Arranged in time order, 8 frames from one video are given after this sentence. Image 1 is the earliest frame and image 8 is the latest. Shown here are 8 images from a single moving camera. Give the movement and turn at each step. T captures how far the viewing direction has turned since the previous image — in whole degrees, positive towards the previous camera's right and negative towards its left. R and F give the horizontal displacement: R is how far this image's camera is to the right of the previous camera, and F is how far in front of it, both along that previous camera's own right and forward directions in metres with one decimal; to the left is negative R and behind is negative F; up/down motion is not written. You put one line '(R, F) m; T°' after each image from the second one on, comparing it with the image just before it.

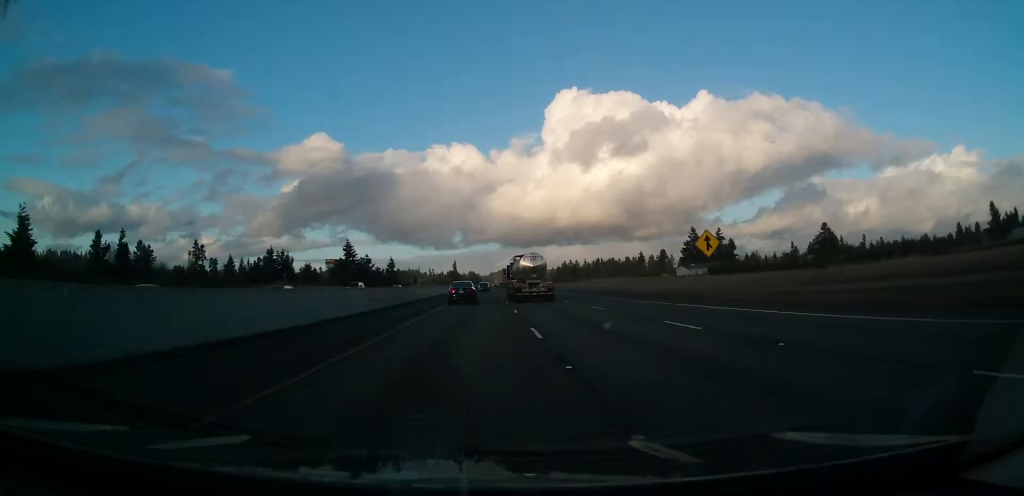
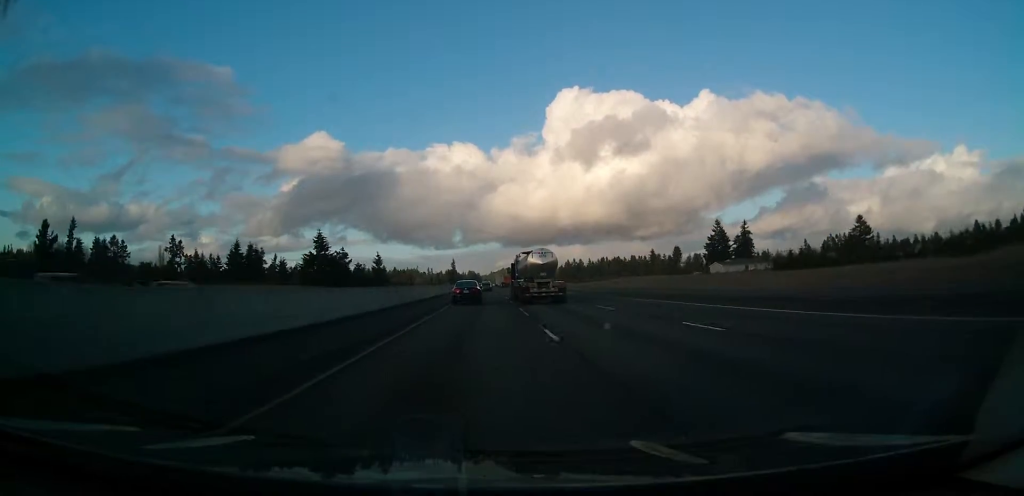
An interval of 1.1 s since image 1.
(+0.3, +37.0) m; 0°
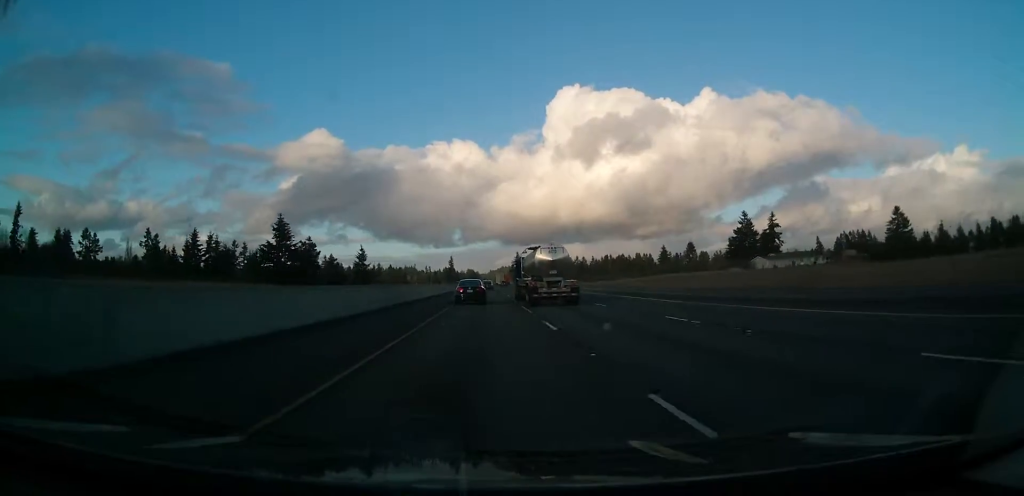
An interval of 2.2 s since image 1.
(-0.1, +34.0) m; 0°
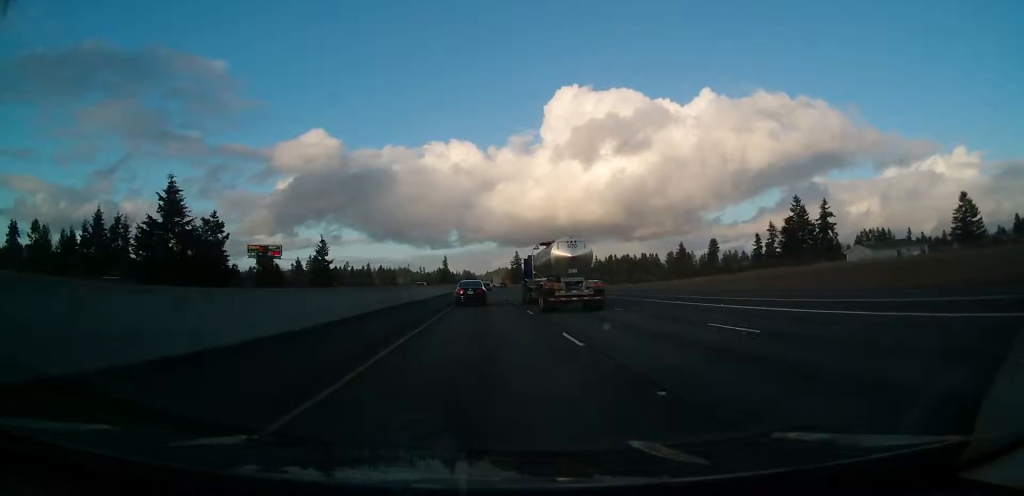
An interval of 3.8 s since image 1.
(+0.4, +52.7) m; +1°
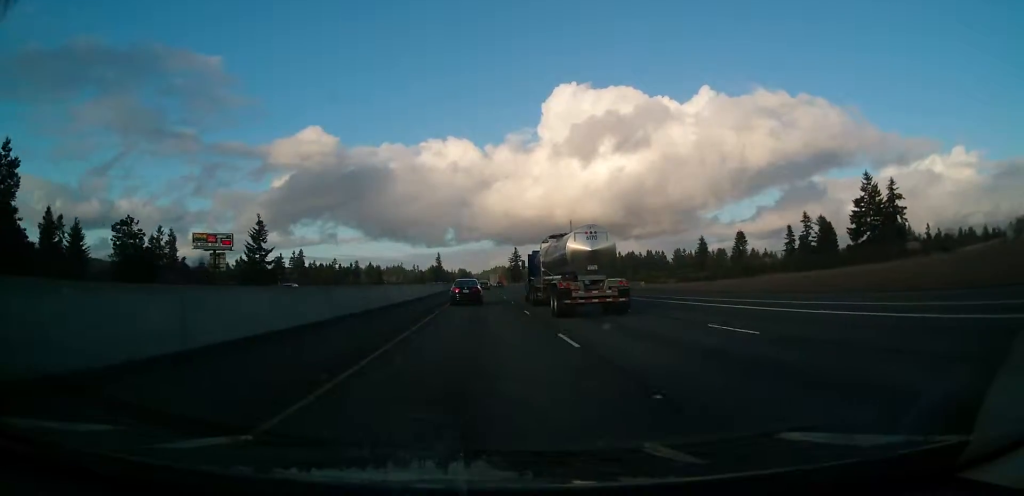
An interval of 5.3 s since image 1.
(0.0, +49.9) m; 0°
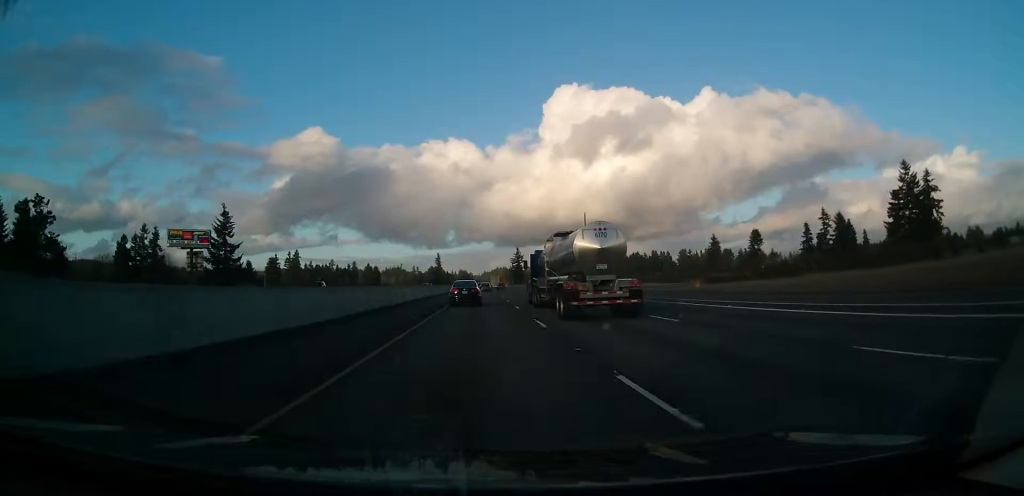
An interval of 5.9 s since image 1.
(0.0, +19.4) m; 0°
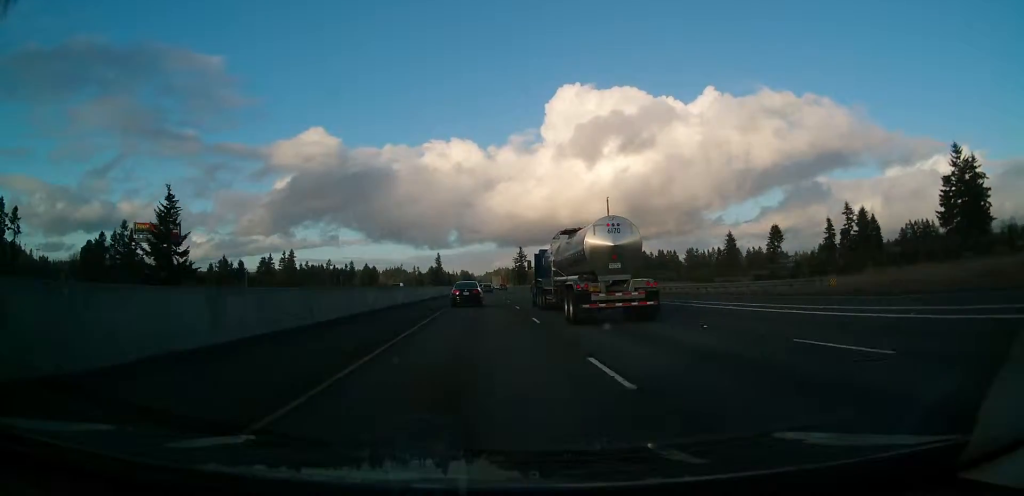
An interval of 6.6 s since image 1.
(0.0, +22.5) m; 0°
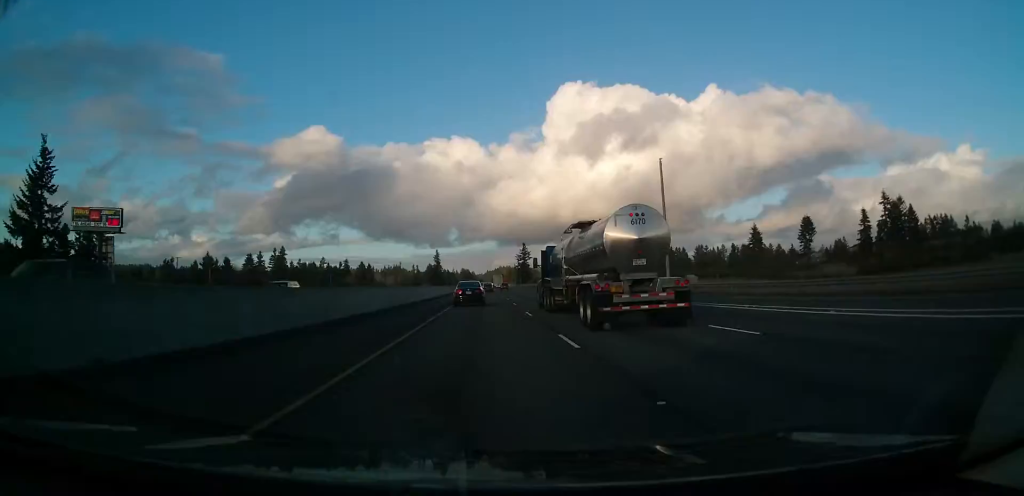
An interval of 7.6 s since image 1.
(+0.1, +31.9) m; -1°
